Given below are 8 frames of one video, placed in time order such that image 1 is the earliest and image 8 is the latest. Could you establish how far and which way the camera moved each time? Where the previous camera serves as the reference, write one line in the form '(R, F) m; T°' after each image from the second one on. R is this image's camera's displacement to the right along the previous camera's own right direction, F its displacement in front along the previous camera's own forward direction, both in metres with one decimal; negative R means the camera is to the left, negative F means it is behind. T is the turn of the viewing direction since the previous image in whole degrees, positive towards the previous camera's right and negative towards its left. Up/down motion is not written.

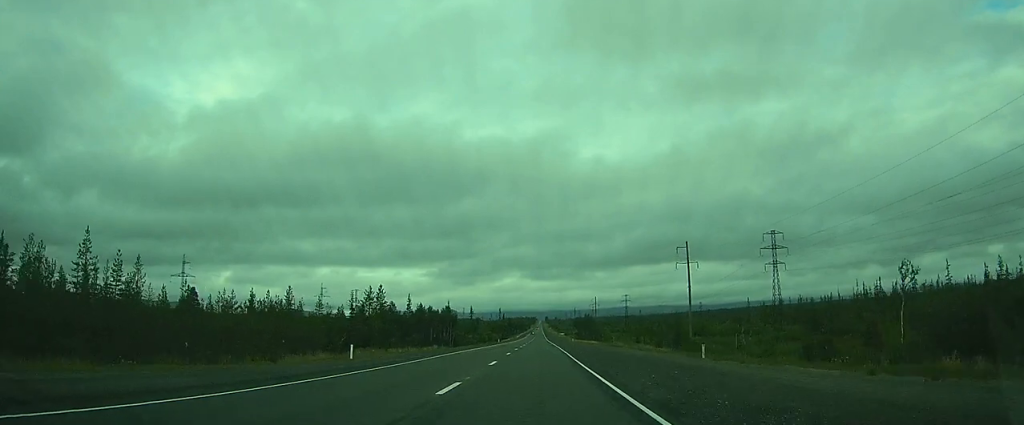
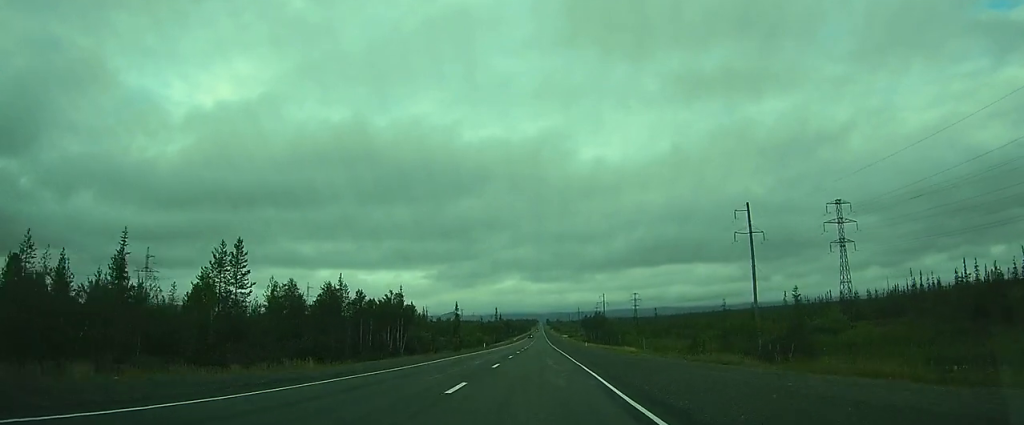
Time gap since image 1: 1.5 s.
(+0.2, +34.2) m; 0°
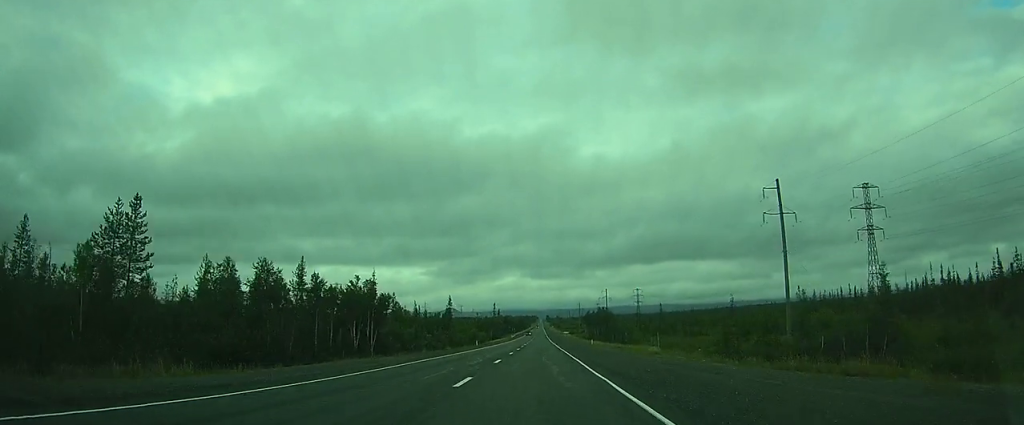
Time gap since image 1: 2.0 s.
(0.0, +10.6) m; 0°
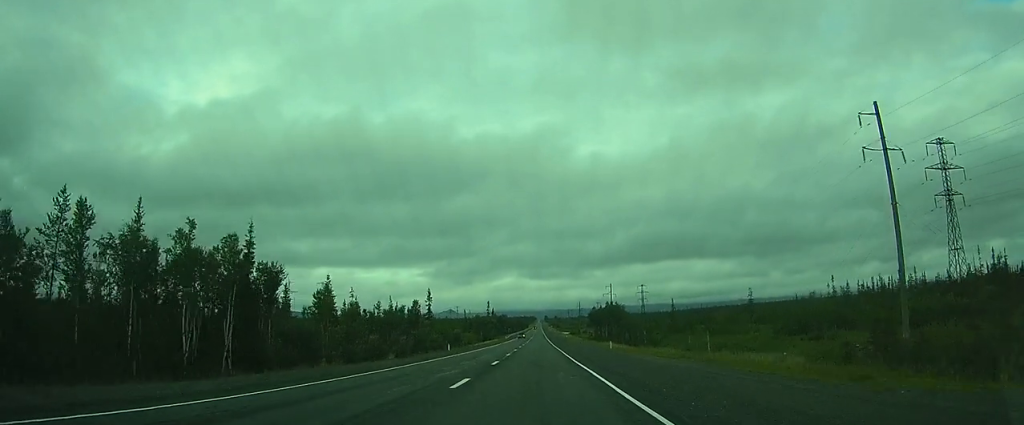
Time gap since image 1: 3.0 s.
(0.0, +23.3) m; +1°
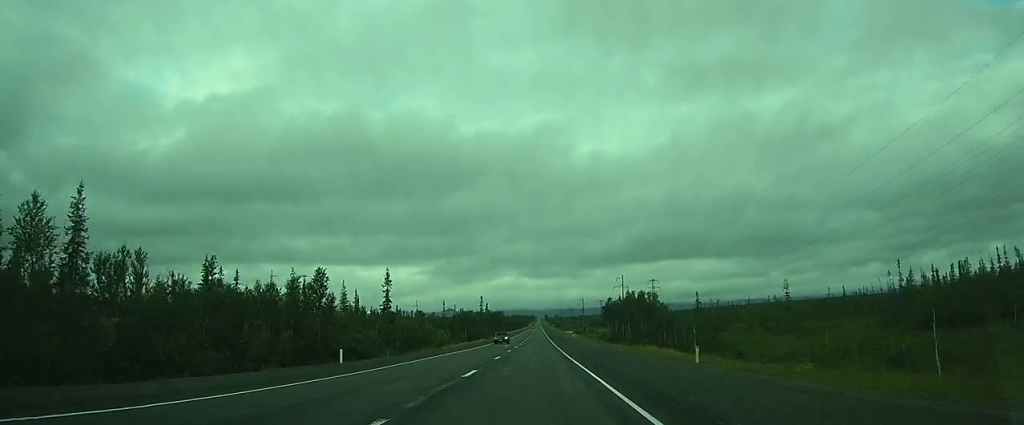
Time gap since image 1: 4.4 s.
(+0.4, +30.7) m; 0°
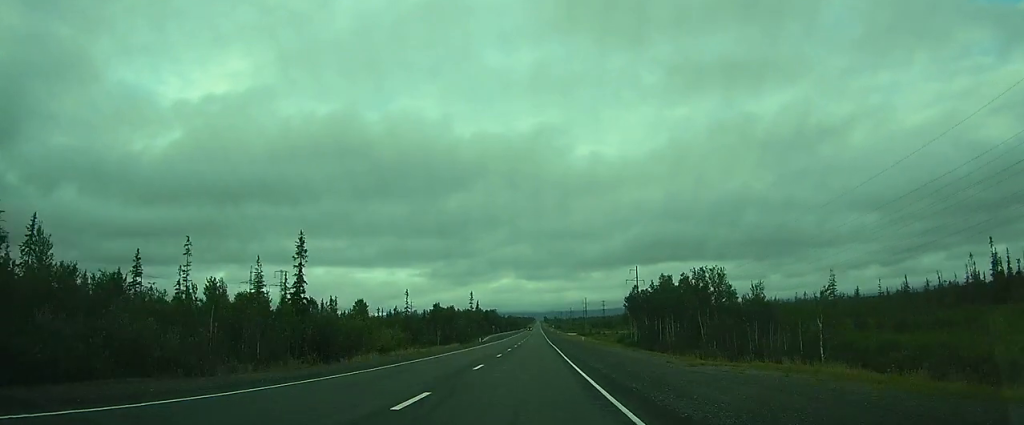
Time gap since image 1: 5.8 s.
(-0.6, +29.6) m; -1°
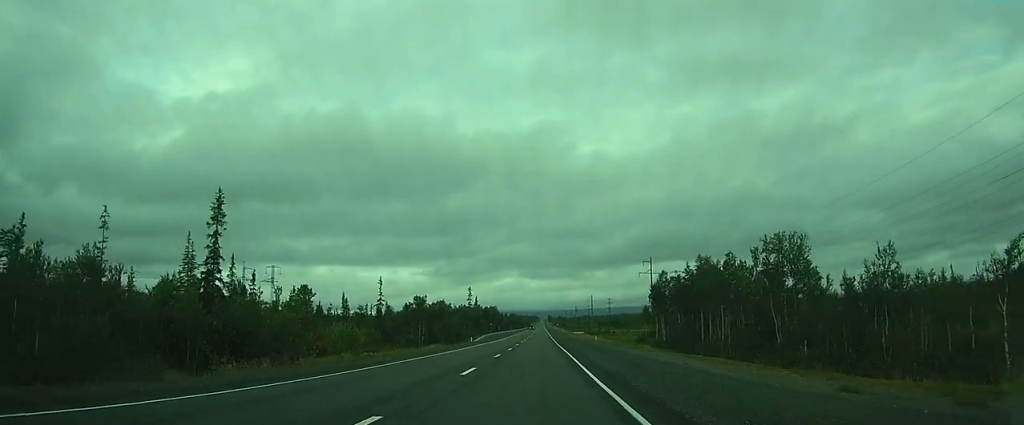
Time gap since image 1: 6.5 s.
(0.0, +15.2) m; 0°
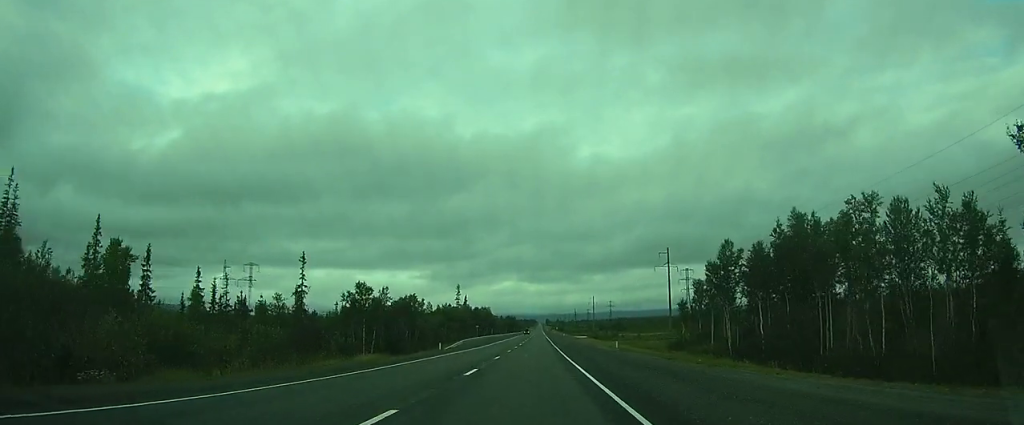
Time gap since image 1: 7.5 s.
(0.0, +21.8) m; 0°
